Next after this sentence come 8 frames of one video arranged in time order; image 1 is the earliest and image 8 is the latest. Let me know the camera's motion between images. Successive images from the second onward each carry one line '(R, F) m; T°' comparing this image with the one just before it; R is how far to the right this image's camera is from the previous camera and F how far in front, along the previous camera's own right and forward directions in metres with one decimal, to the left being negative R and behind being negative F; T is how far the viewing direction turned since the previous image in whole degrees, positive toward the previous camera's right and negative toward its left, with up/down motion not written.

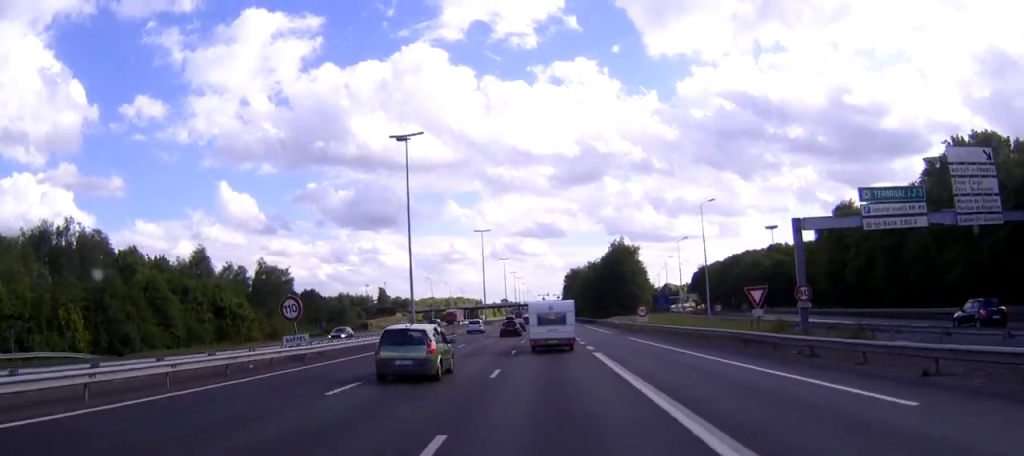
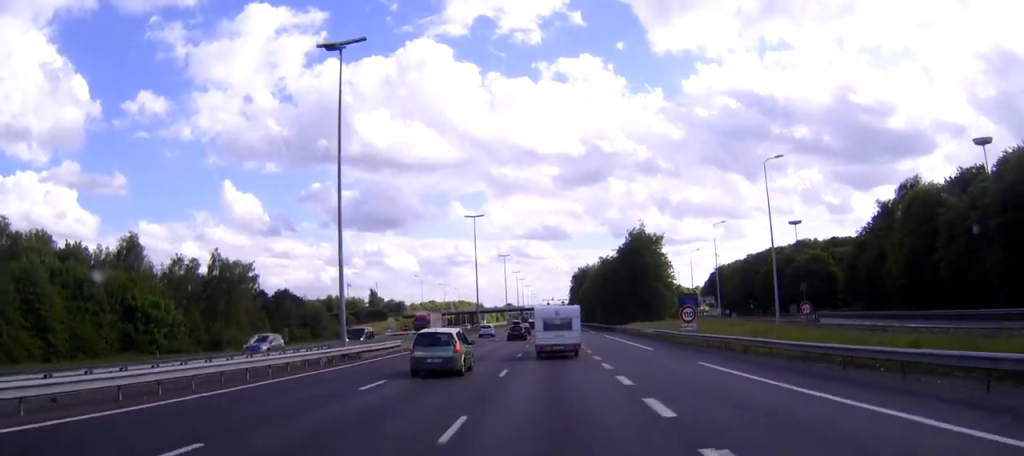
(+0.4, +22.3) m; 0°
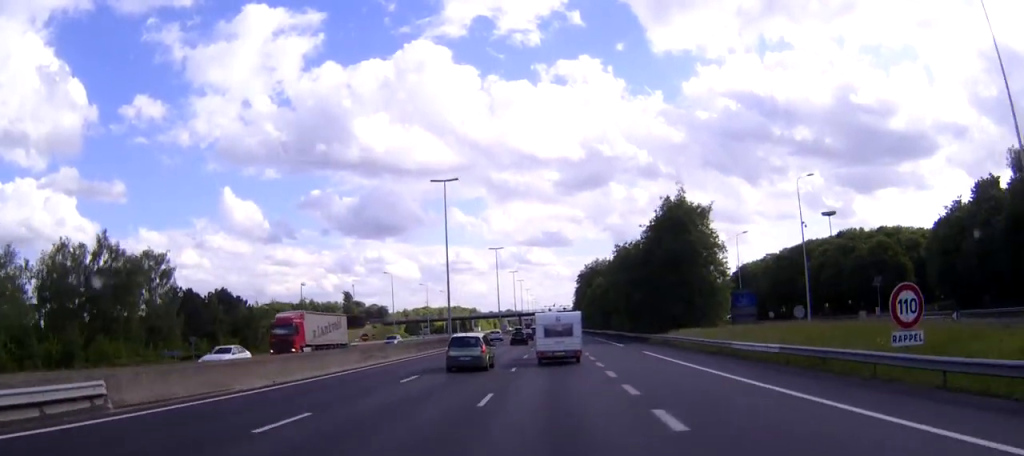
(-0.3, +32.9) m; -1°
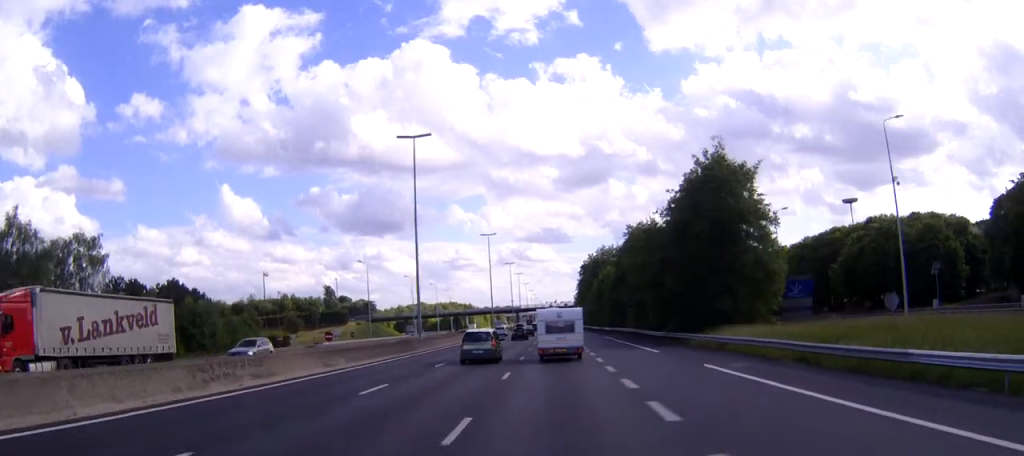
(+0.1, +18.1) m; -1°
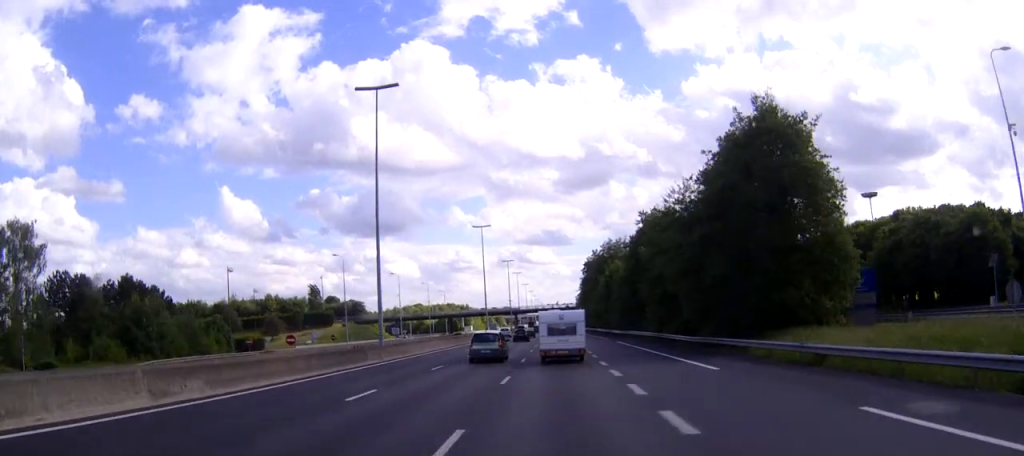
(-0.2, +14.2) m; -1°
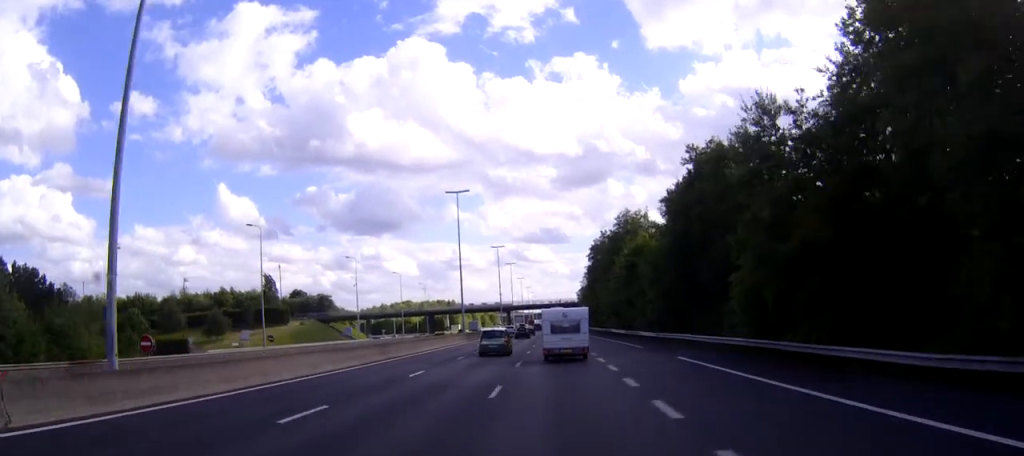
(-0.4, +30.3) m; -1°
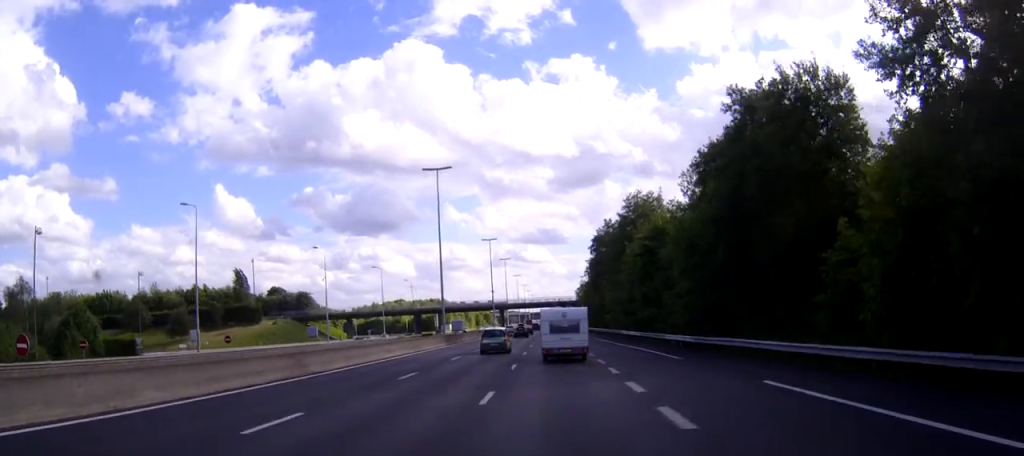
(0.0, +14.4) m; 0°
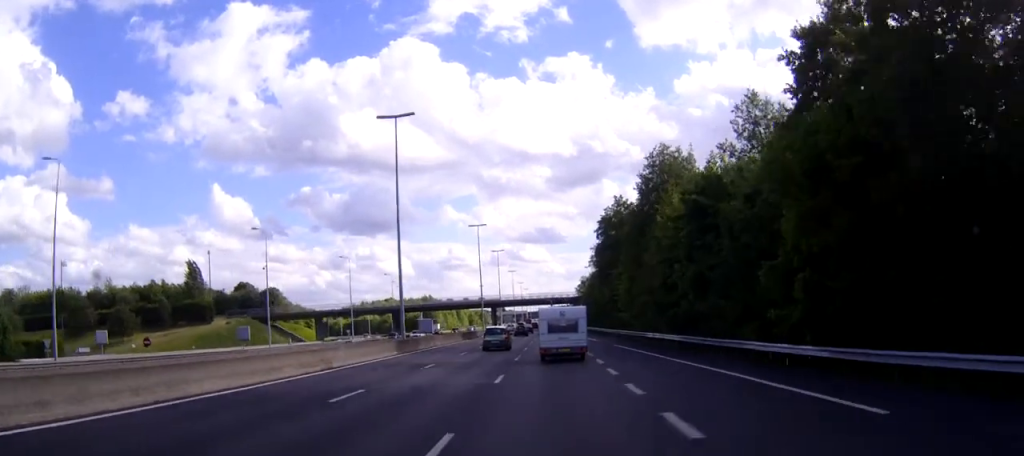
(+0.1, +20.4) m; +1°
